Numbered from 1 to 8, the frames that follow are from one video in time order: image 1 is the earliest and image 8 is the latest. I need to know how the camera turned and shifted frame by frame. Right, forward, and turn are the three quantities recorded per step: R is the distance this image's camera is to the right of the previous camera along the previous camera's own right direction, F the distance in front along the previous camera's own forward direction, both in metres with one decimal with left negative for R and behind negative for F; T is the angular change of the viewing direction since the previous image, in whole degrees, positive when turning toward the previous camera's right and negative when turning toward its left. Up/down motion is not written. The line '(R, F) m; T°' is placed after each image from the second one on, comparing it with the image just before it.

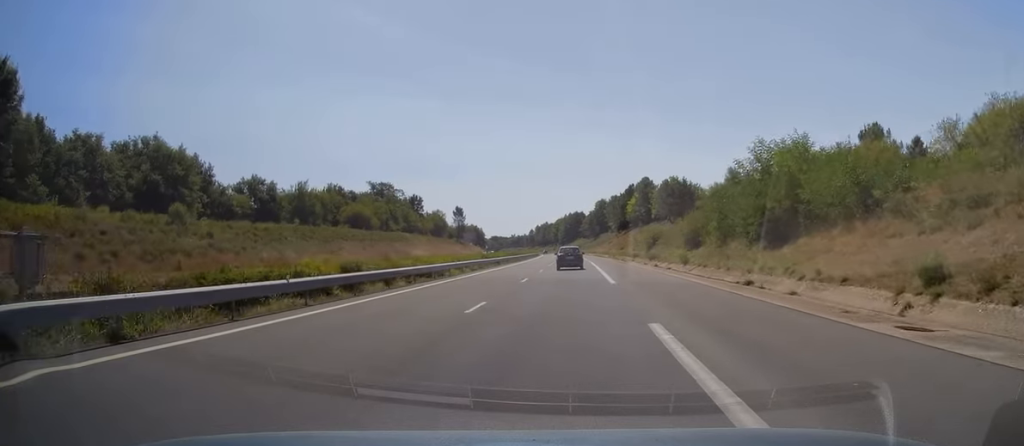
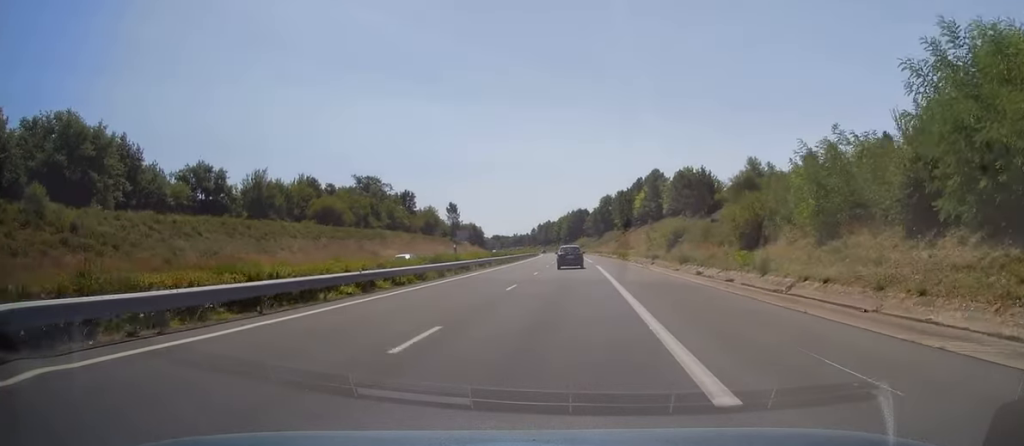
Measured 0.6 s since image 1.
(0.0, +18.7) m; 0°
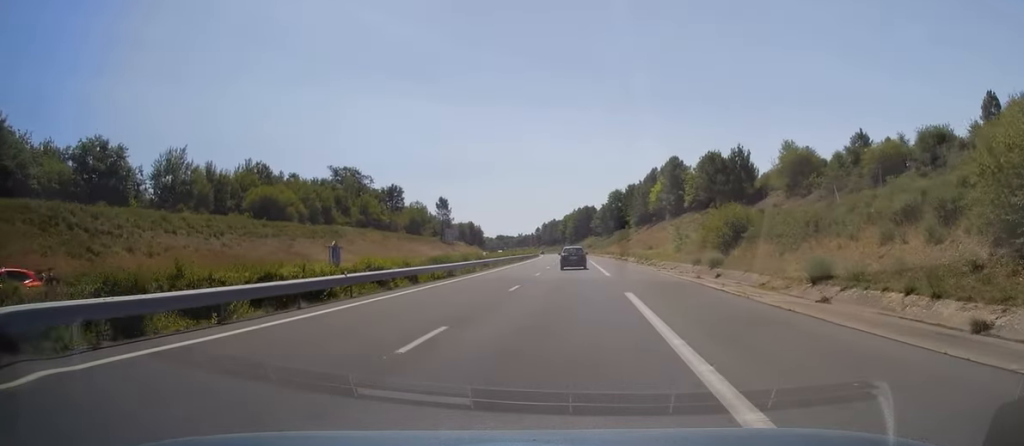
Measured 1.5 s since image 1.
(+0.2, +26.2) m; 0°
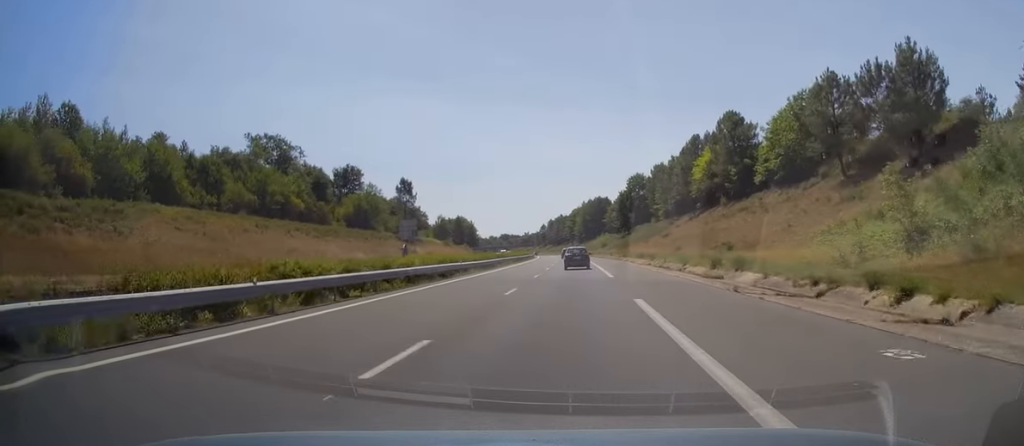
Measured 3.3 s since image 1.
(-1.3, +54.2) m; -2°
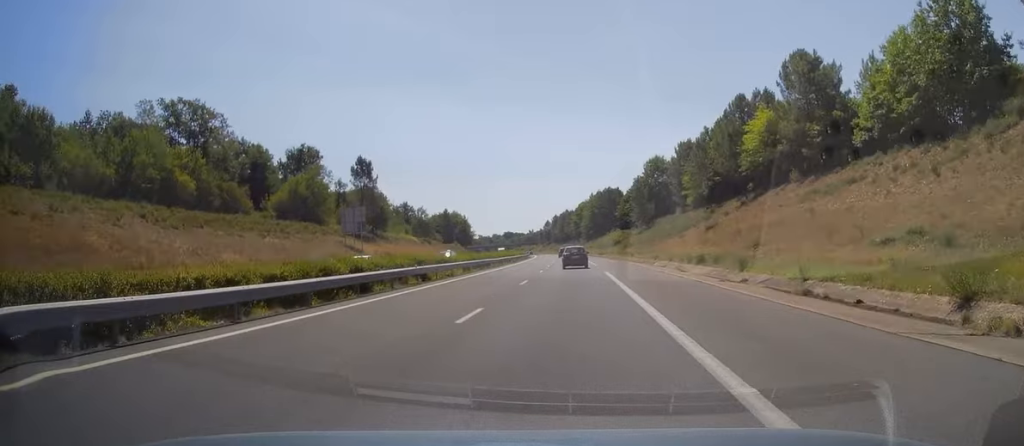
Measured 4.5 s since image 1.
(+0.3, +34.0) m; 0°
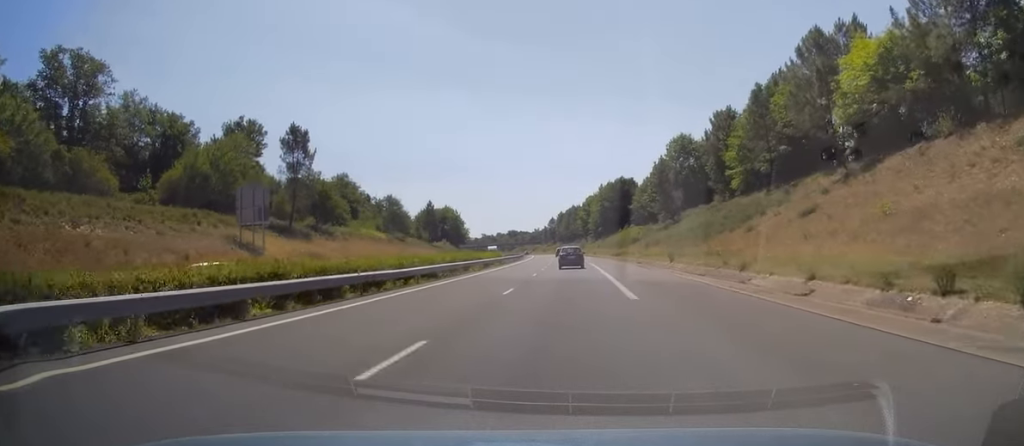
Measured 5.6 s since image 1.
(-0.5, +31.5) m; -1°
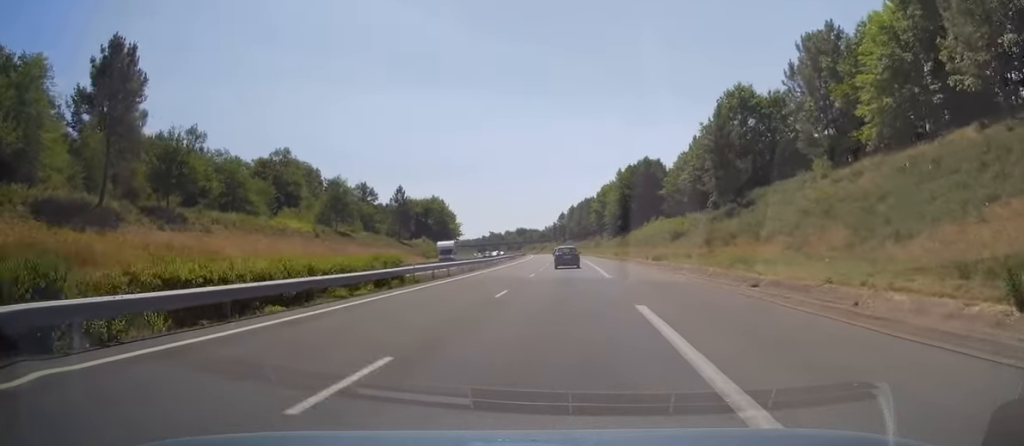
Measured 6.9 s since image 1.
(-0.2, +40.9) m; -1°
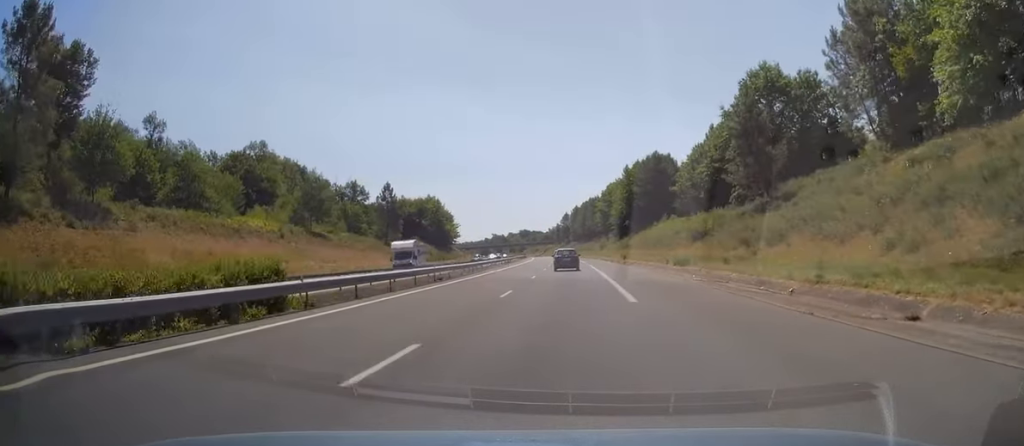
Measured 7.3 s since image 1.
(+0.1, +11.8) m; 0°
